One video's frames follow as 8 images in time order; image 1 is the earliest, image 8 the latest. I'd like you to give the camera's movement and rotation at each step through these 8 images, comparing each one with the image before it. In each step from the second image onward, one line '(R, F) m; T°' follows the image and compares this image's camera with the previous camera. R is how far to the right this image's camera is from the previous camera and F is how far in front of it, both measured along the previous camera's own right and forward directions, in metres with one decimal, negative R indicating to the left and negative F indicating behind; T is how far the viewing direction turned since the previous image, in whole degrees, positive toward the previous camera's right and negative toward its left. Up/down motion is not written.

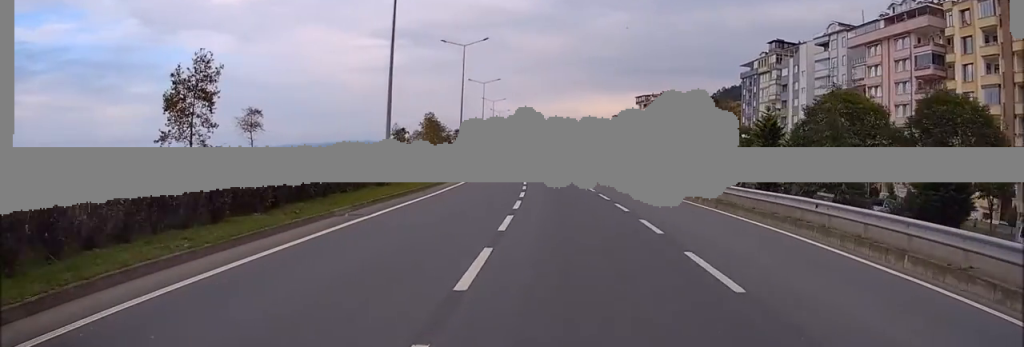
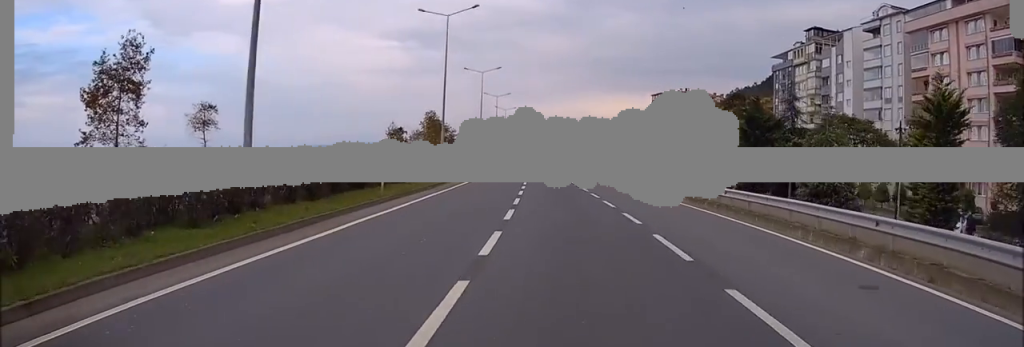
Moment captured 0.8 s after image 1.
(-0.2, +15.6) m; -1°
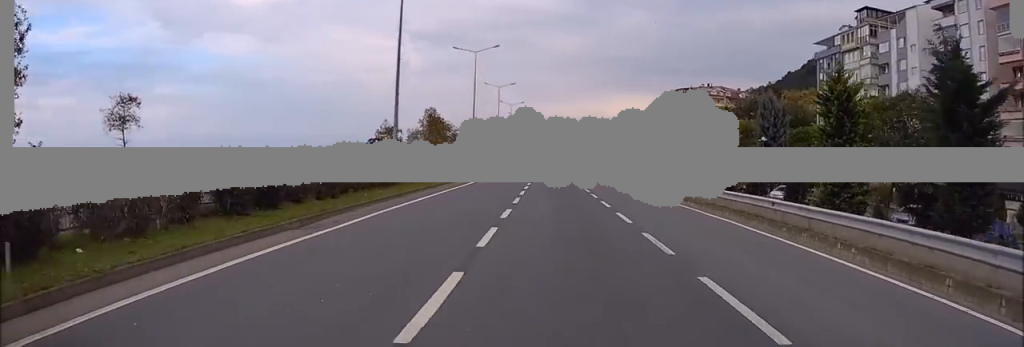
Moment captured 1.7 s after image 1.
(-0.2, +17.0) m; -1°
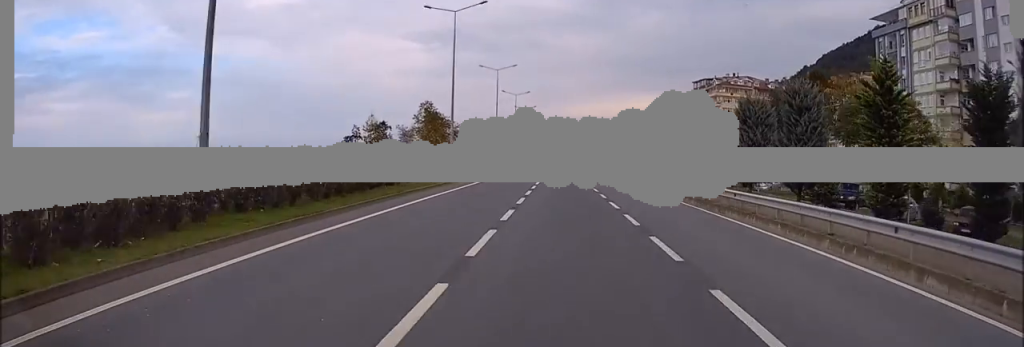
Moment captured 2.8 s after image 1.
(-0.1, +19.5) m; -1°
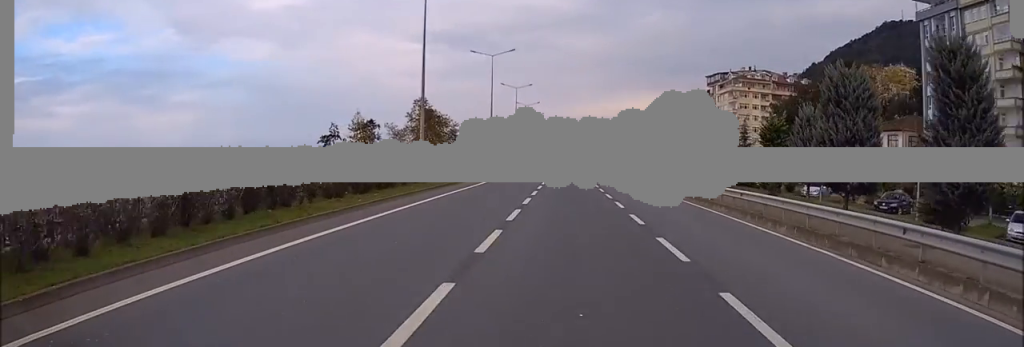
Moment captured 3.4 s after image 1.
(-0.1, +12.6) m; 0°
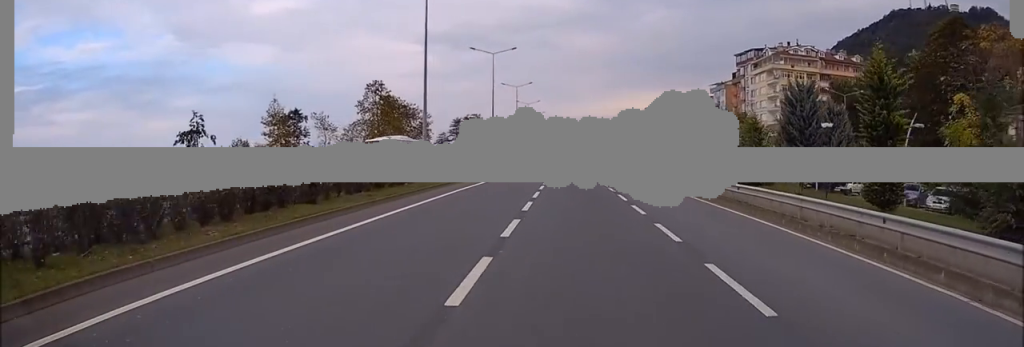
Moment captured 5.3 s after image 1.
(-0.3, +34.4) m; -1°
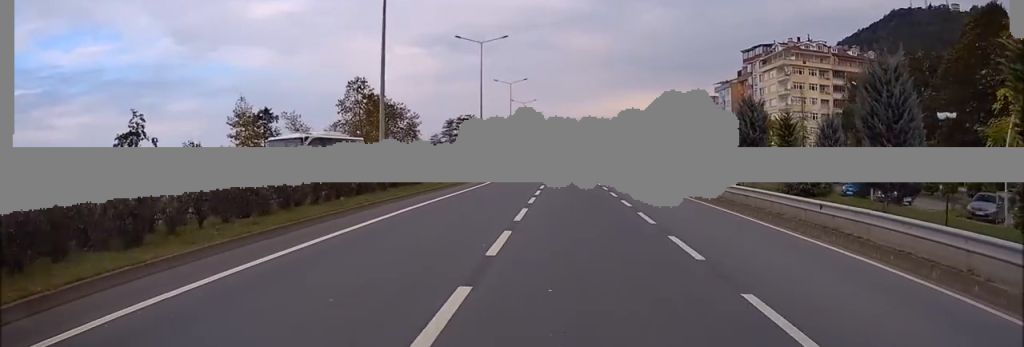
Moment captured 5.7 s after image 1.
(-0.1, +8.8) m; 0°
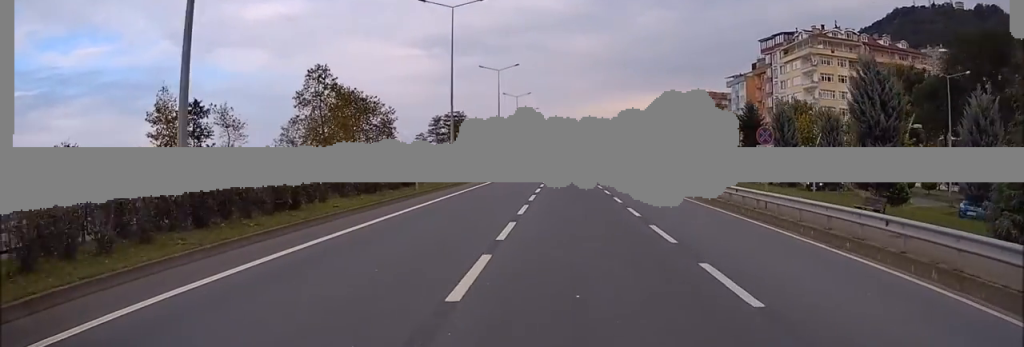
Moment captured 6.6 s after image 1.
(0.0, +15.7) m; 0°
